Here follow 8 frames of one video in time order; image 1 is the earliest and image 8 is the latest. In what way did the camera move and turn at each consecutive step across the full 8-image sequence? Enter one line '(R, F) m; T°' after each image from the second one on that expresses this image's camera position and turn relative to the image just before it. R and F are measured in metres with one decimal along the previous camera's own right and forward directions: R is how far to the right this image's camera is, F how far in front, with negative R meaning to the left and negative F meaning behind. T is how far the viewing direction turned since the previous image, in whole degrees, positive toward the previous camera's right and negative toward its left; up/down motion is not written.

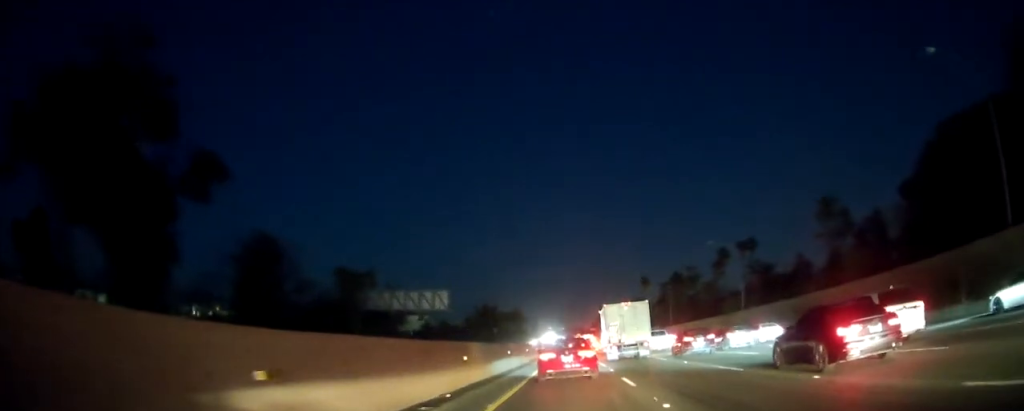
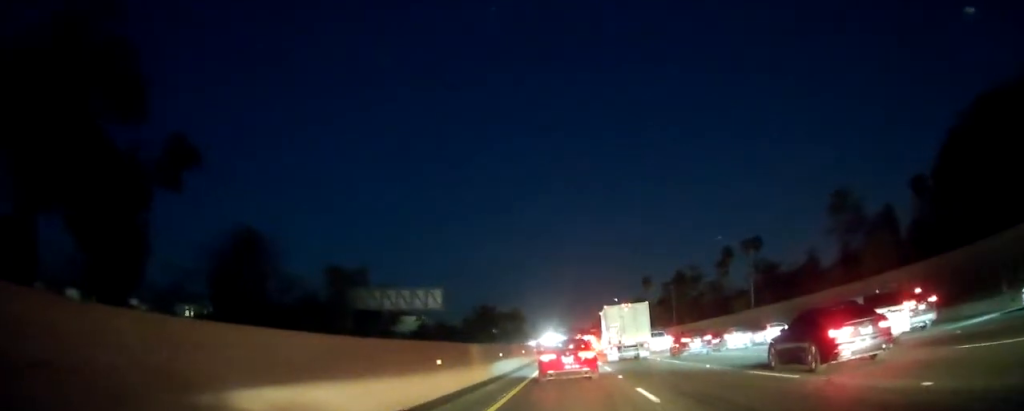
(0.0, +3.9) m; 0°
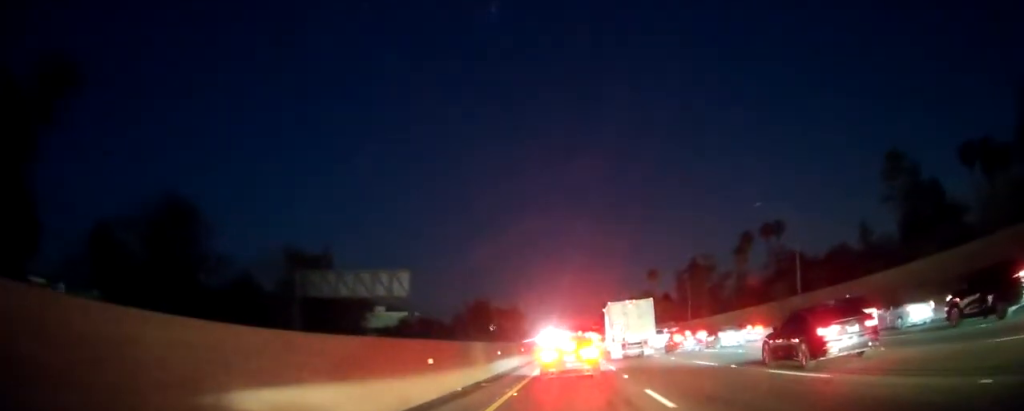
(+0.4, +14.9) m; +2°
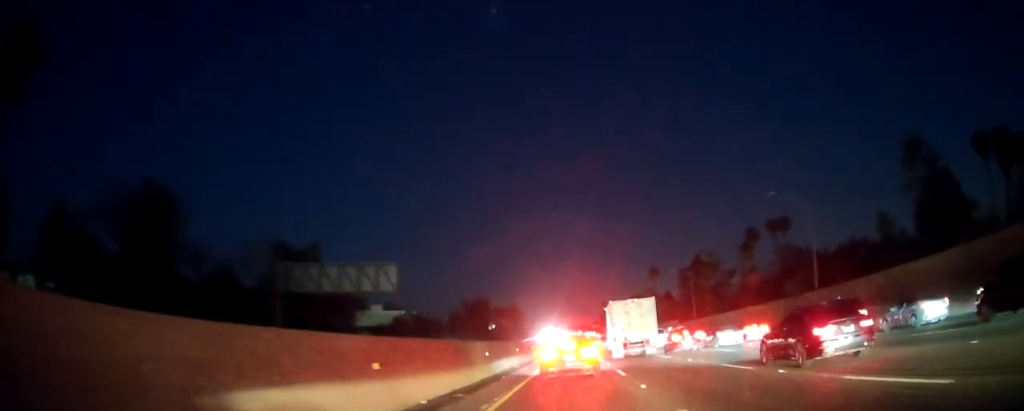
(0.0, +4.1) m; -1°
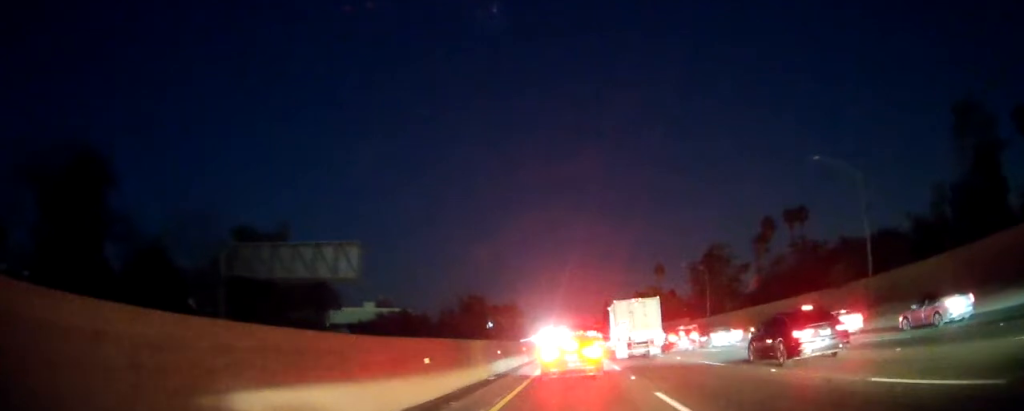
(-0.2, +12.4) m; -1°
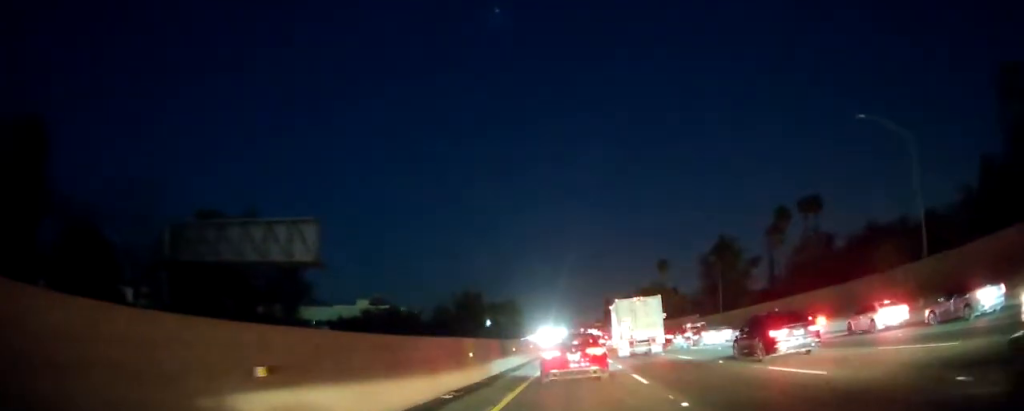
(0.0, +9.4) m; 0°
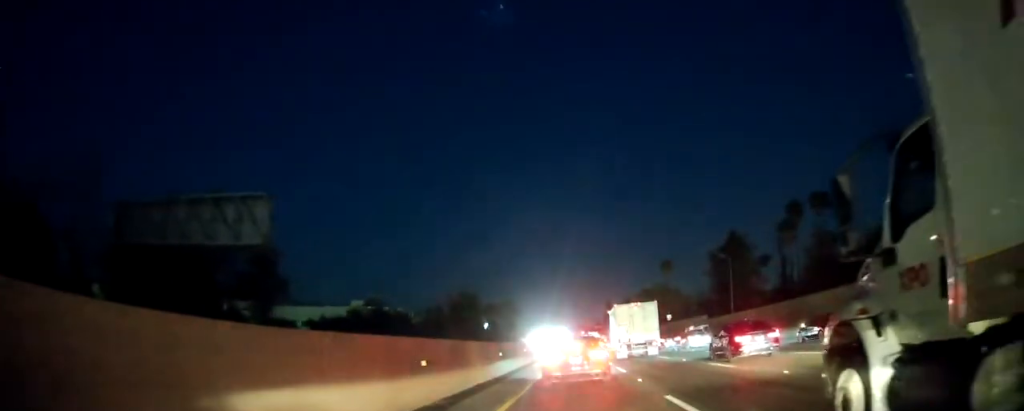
(0.0, +8.3) m; 0°
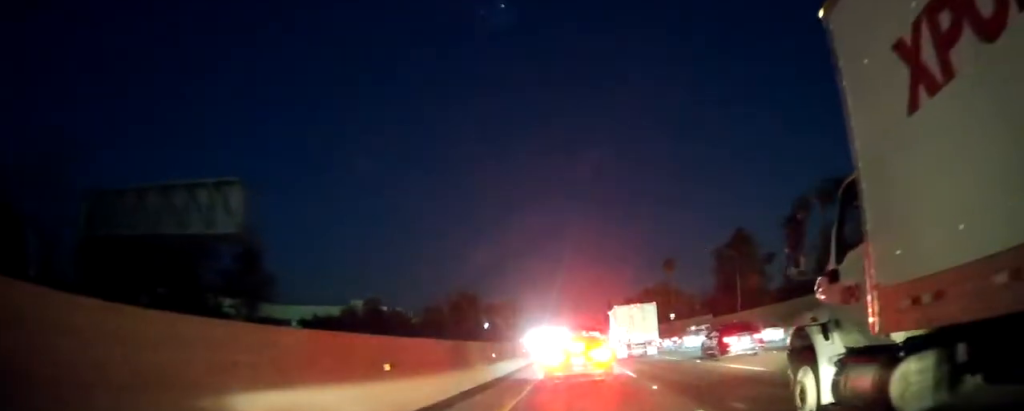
(0.0, +3.6) m; 0°
